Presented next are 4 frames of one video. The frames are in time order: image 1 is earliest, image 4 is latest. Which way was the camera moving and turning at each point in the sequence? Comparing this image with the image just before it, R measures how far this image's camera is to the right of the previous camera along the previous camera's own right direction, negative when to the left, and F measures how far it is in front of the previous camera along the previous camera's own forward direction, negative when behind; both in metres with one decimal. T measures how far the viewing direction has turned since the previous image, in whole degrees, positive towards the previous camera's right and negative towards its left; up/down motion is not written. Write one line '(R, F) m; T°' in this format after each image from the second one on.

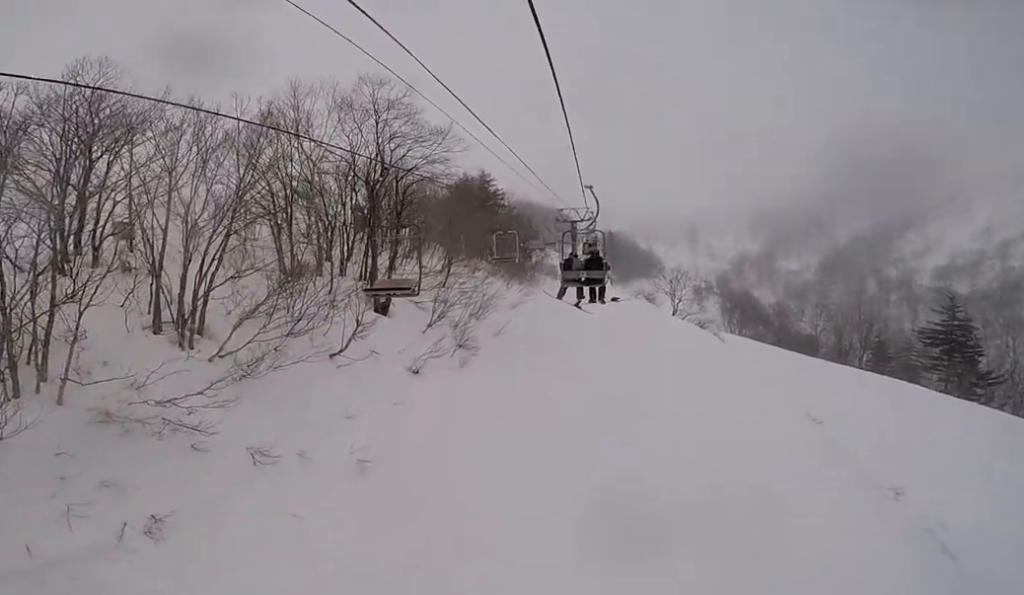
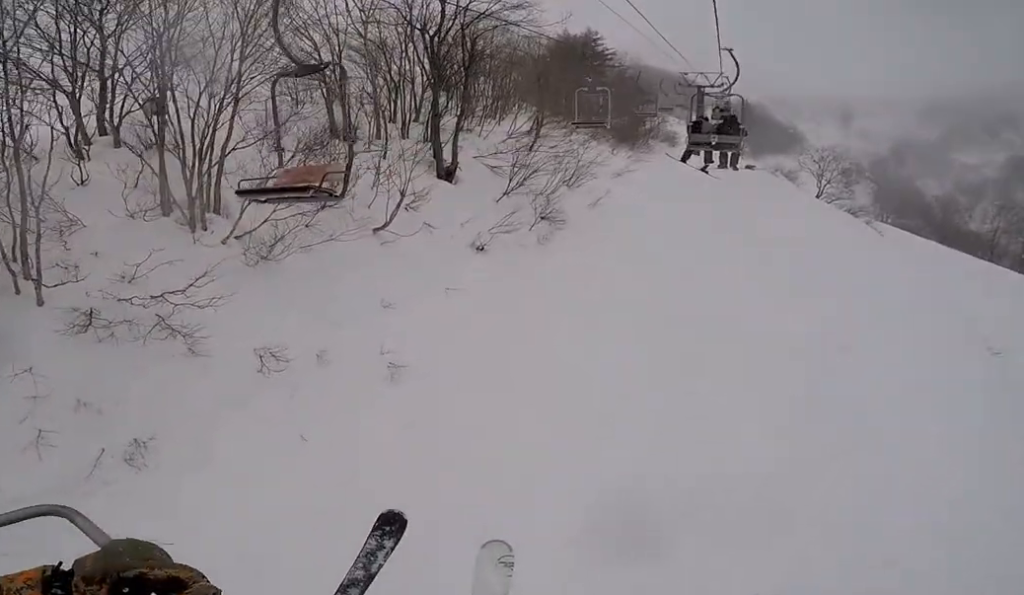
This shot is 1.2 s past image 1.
(0.0, +2.7) m; +2°
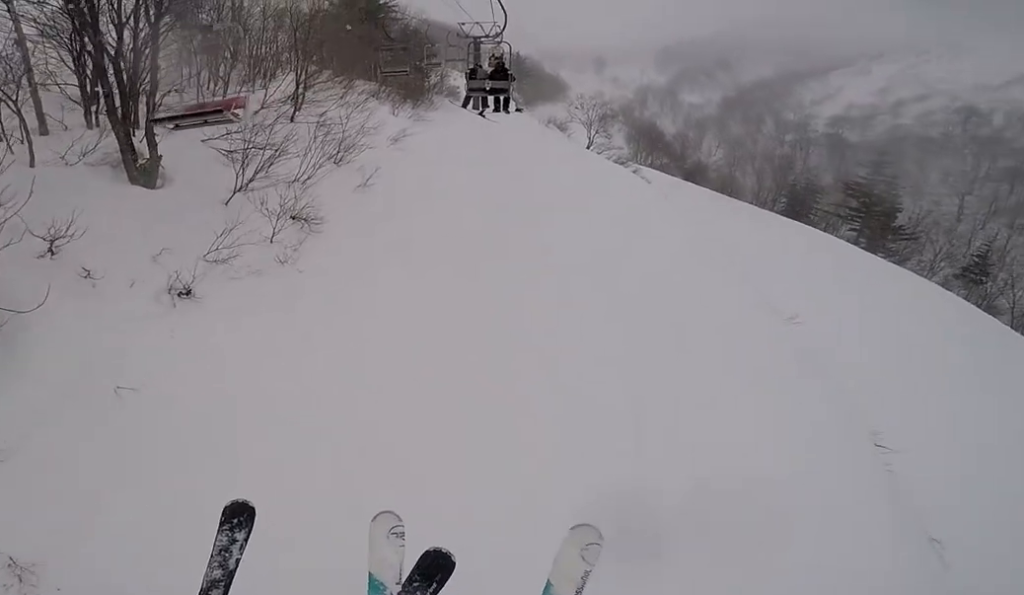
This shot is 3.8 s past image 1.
(+1.5, +4.8) m; -1°
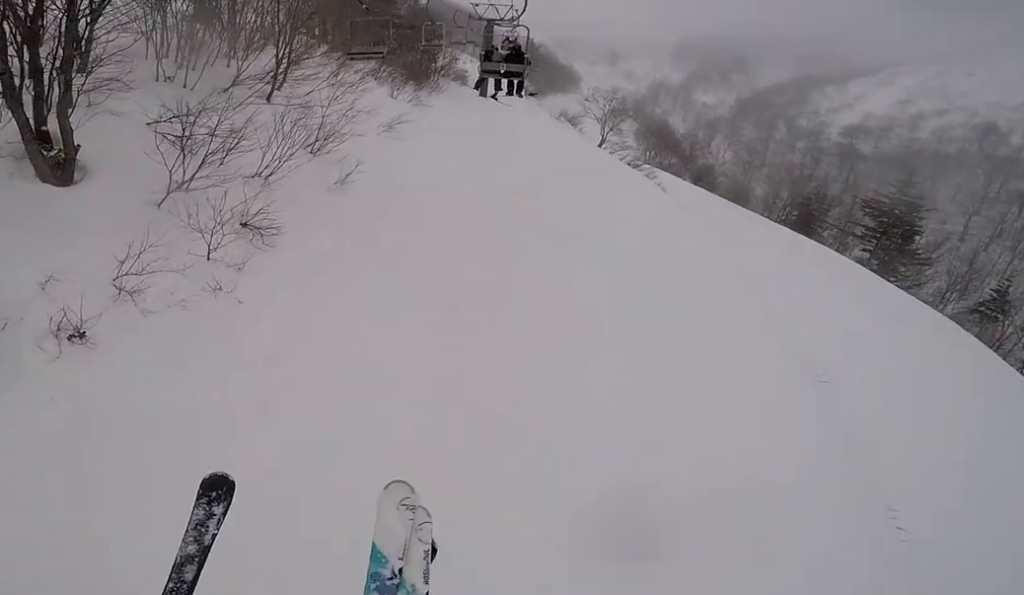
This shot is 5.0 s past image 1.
(-1.2, +2.2) m; -1°
